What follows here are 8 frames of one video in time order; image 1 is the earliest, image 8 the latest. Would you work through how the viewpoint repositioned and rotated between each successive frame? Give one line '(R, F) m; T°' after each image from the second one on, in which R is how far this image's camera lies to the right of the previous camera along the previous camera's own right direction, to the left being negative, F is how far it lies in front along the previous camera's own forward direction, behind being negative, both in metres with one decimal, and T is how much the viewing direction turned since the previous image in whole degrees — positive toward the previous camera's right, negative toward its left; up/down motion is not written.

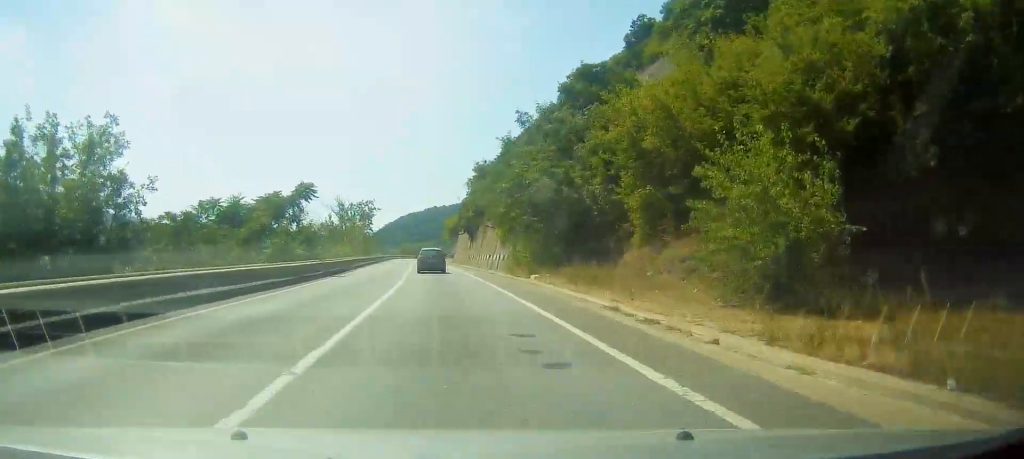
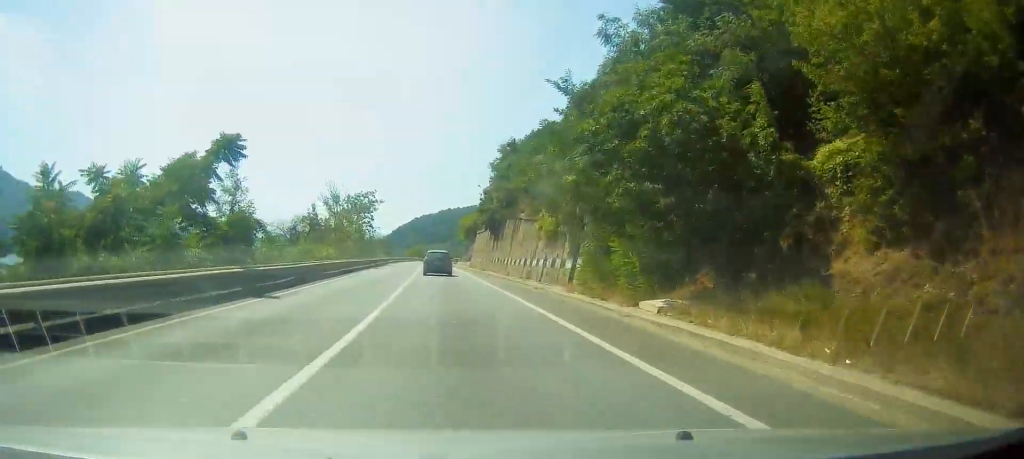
(-0.3, +15.6) m; -1°
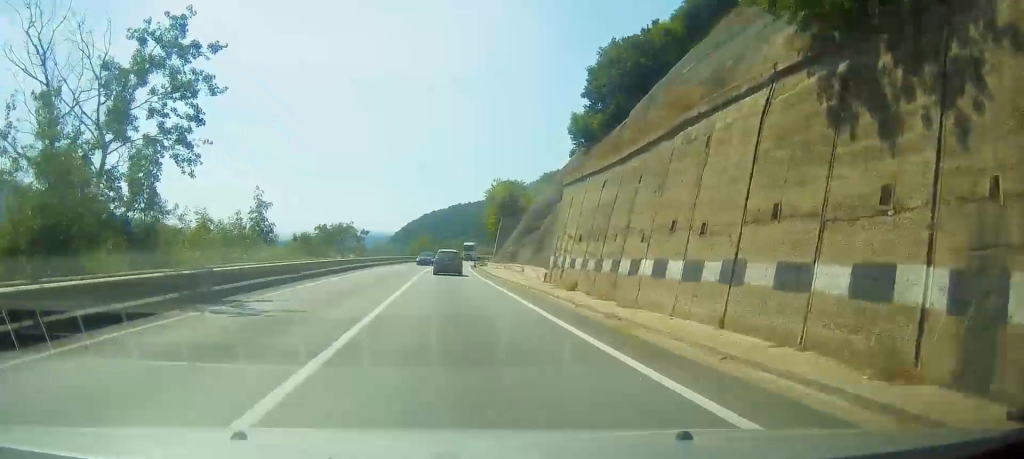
(-0.8, +56.1) m; 0°
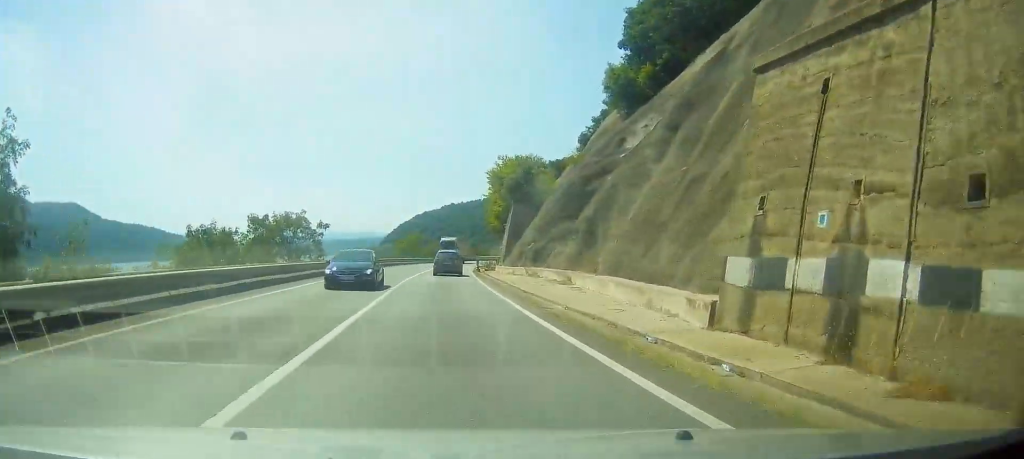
(+0.5, +19.5) m; 0°
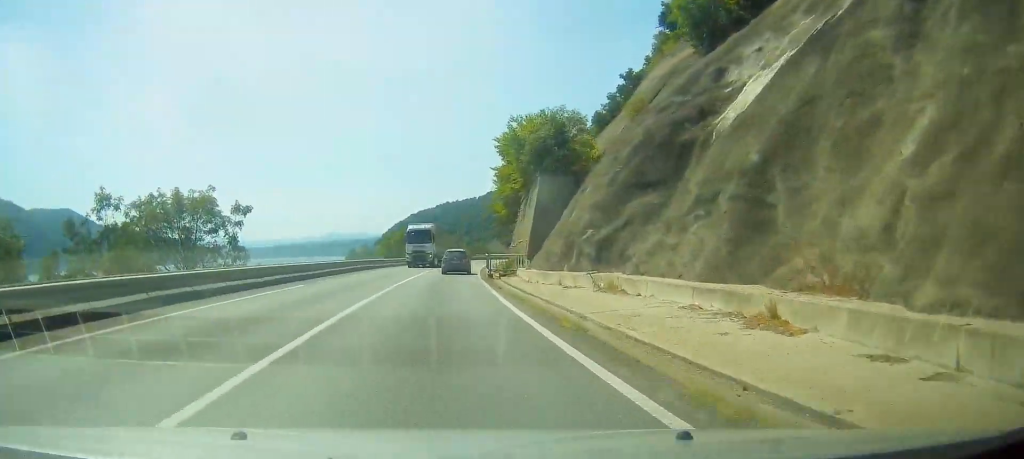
(0.0, +18.1) m; +1°
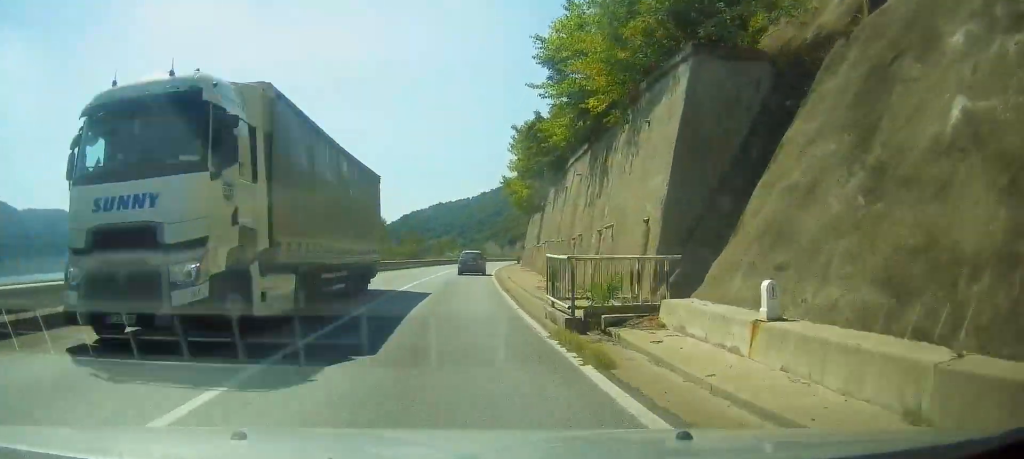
(-0.7, +23.3) m; +1°
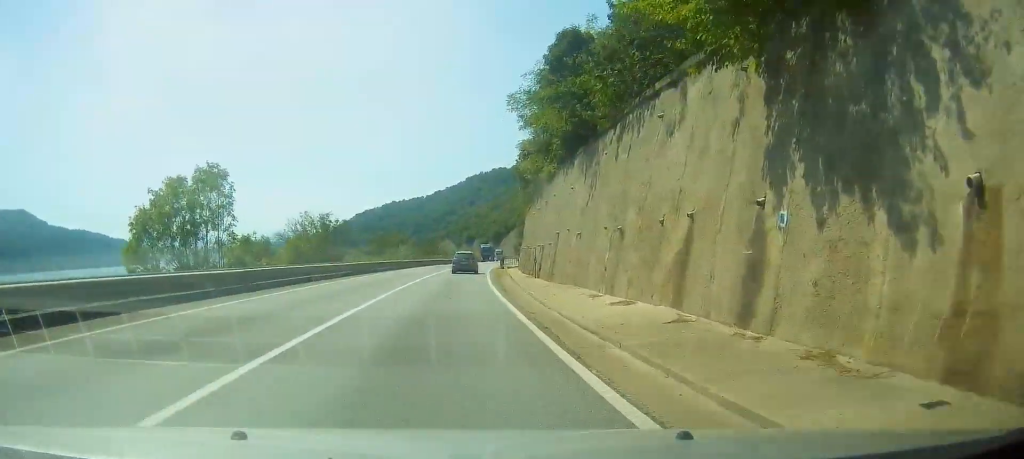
(+1.8, +39.9) m; +4°
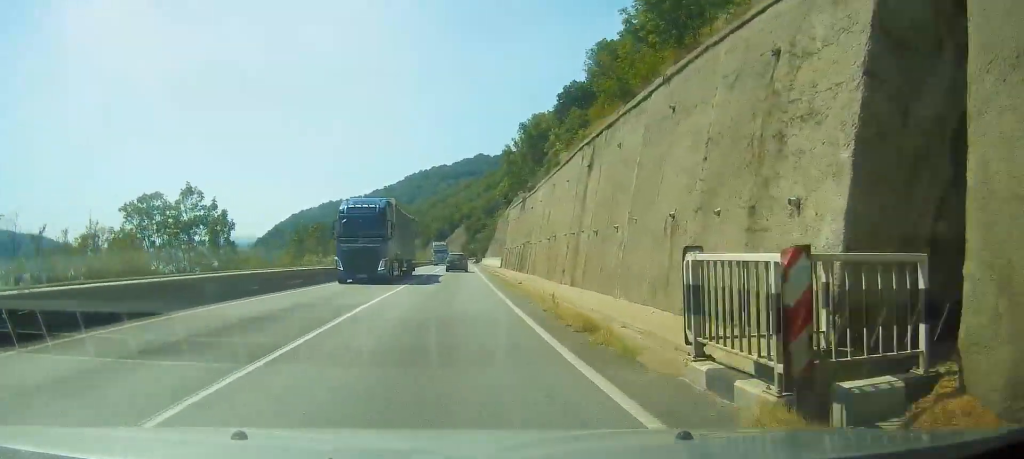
(+2.6, +60.2) m; +4°
